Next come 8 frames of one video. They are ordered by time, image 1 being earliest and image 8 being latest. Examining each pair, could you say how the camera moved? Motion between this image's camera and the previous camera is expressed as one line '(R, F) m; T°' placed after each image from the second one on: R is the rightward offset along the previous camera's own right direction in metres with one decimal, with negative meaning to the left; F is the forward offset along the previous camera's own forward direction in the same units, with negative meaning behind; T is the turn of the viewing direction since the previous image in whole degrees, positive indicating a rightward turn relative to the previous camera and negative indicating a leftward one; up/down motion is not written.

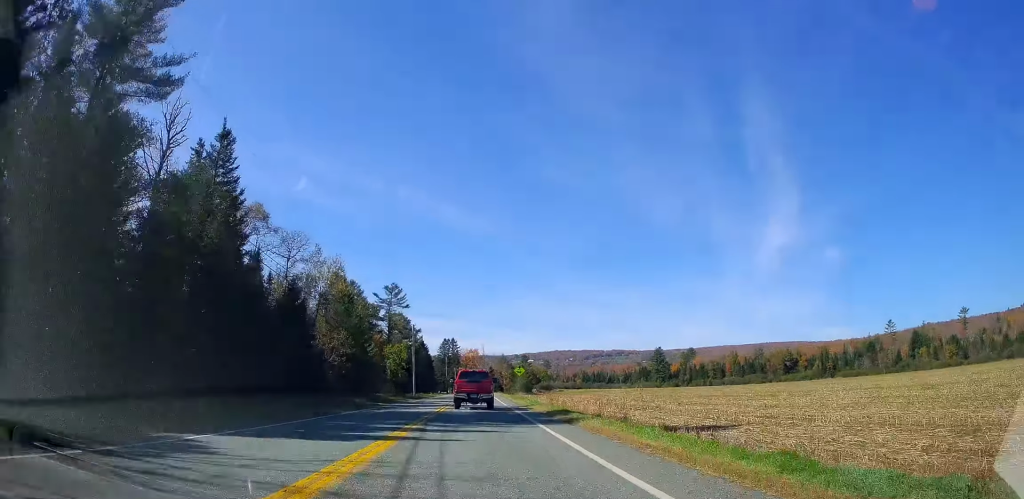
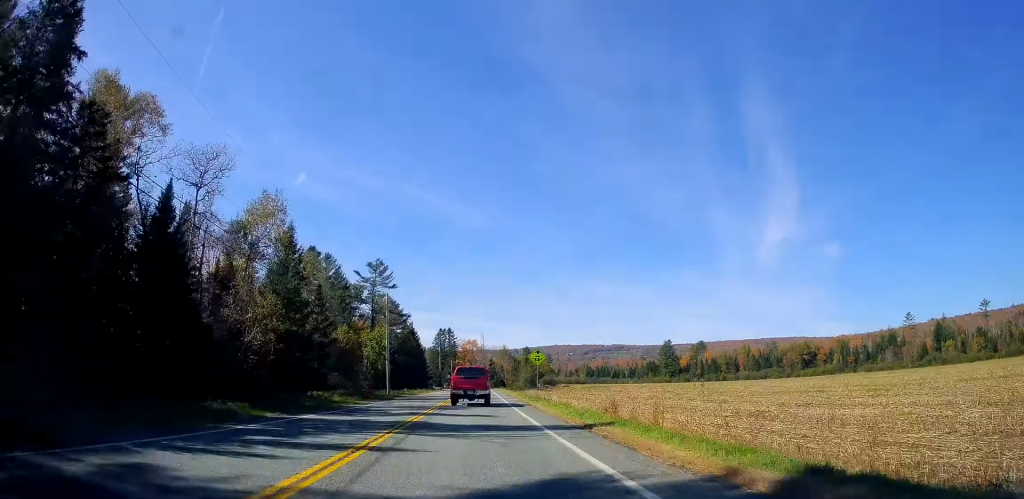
(0.0, +21.5) m; 0°
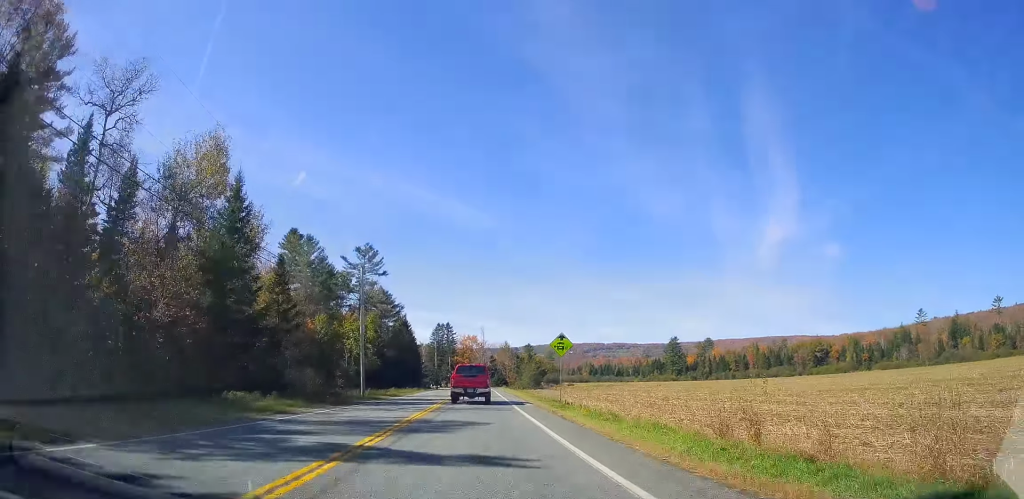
(0.0, +12.6) m; 0°
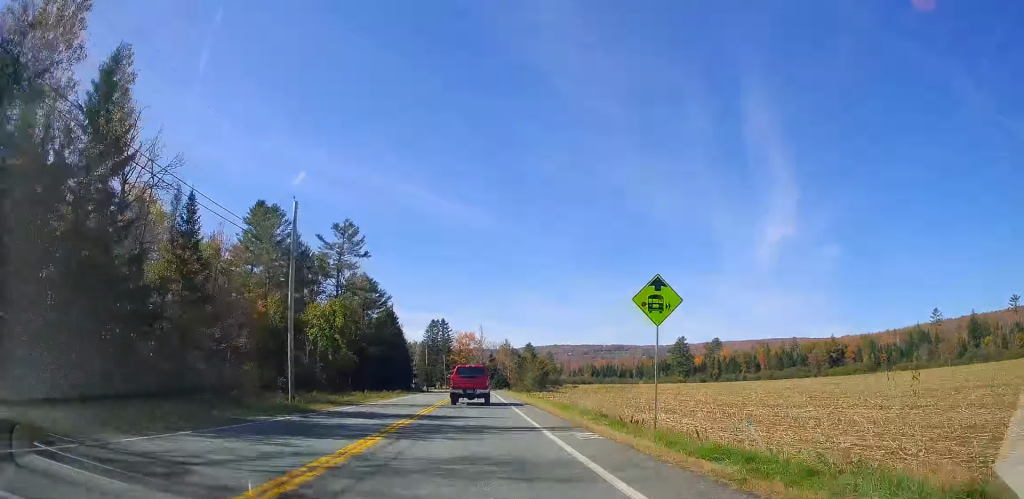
(0.0, +16.8) m; 0°
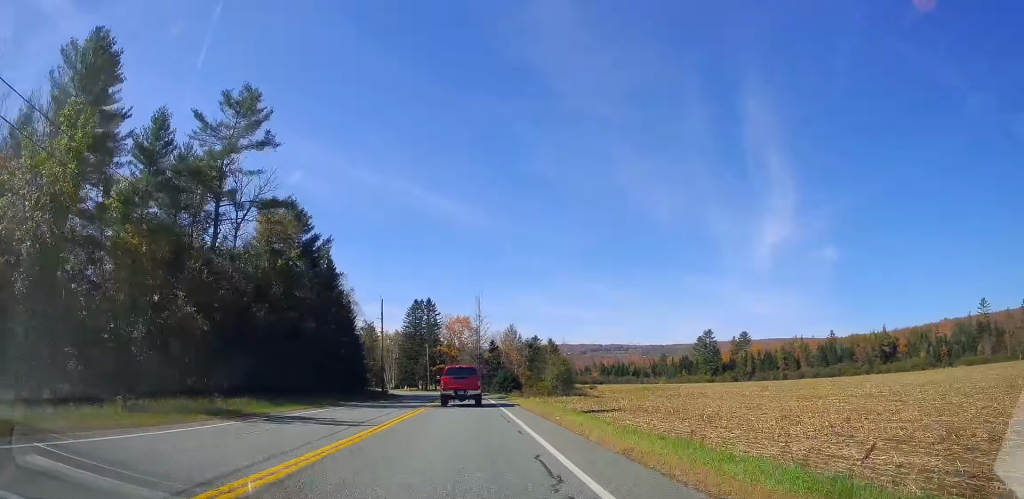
(-0.2, +44.8) m; +1°
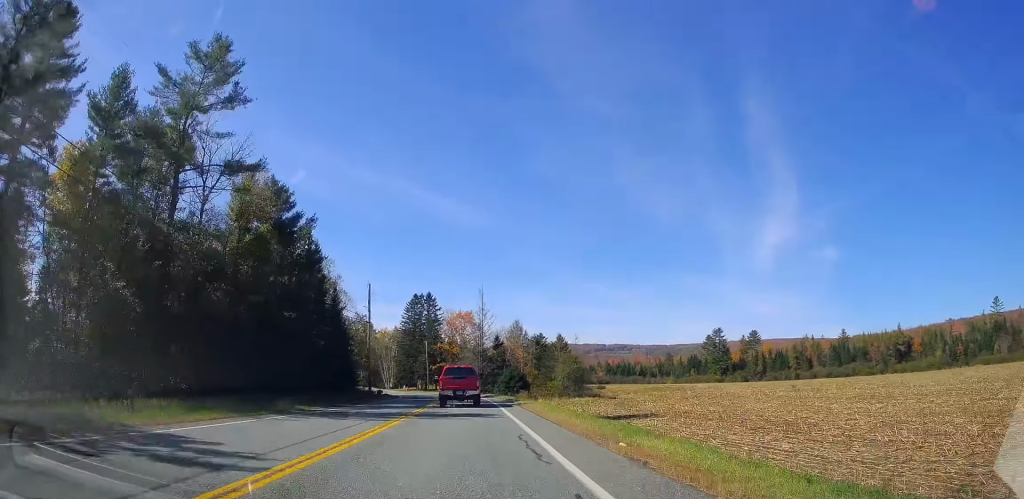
(+0.2, +8.5) m; 0°
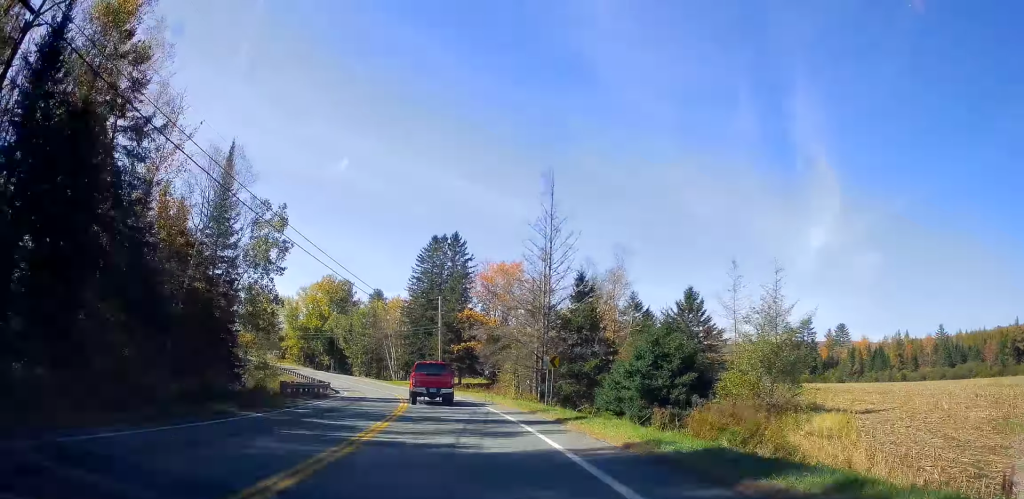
(-1.3, +49.7) m; -3°
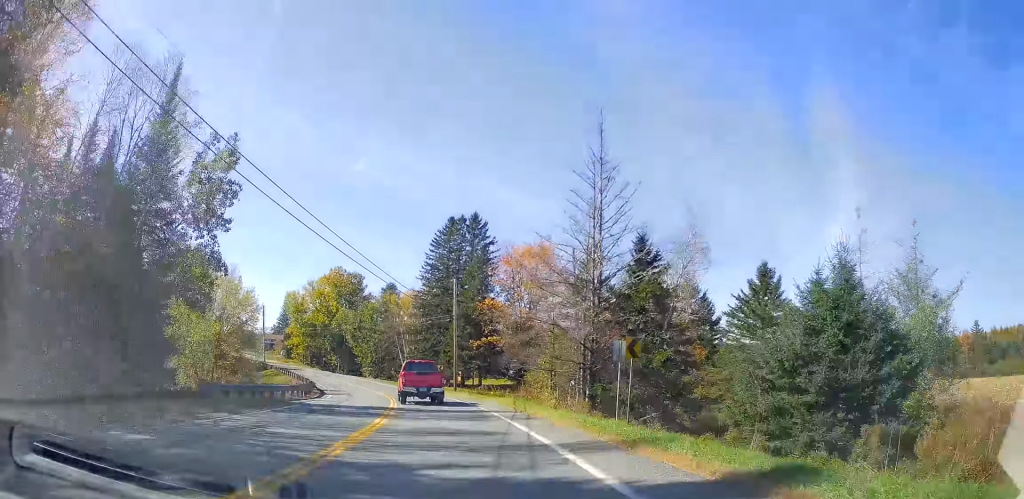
(+0.1, +11.4) m; -1°
